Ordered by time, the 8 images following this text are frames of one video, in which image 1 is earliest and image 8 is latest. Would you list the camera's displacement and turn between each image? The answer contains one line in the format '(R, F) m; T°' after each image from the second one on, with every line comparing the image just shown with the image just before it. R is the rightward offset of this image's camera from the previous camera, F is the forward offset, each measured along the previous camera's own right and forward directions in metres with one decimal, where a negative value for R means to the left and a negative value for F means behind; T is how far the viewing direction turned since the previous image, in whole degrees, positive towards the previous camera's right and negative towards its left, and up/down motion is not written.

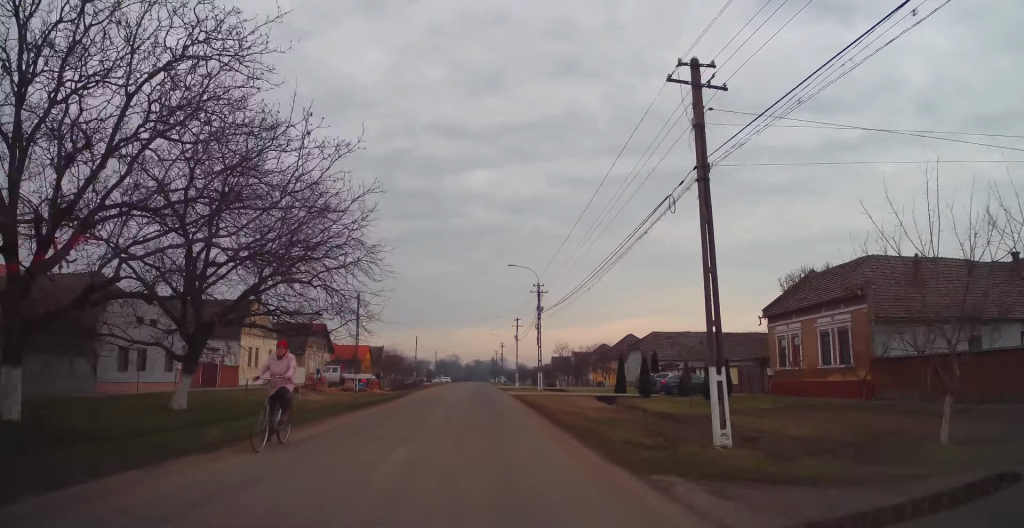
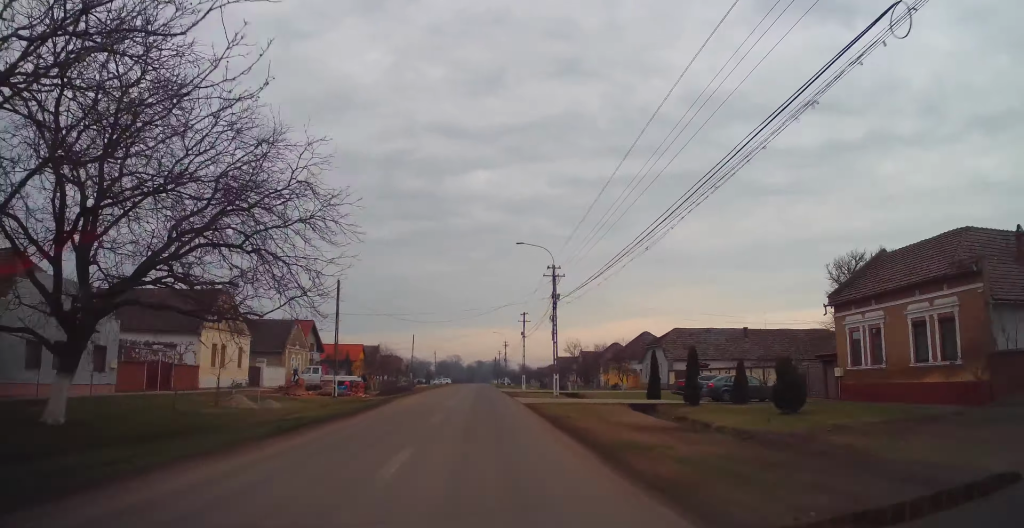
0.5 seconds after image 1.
(+0.1, +8.3) m; +1°
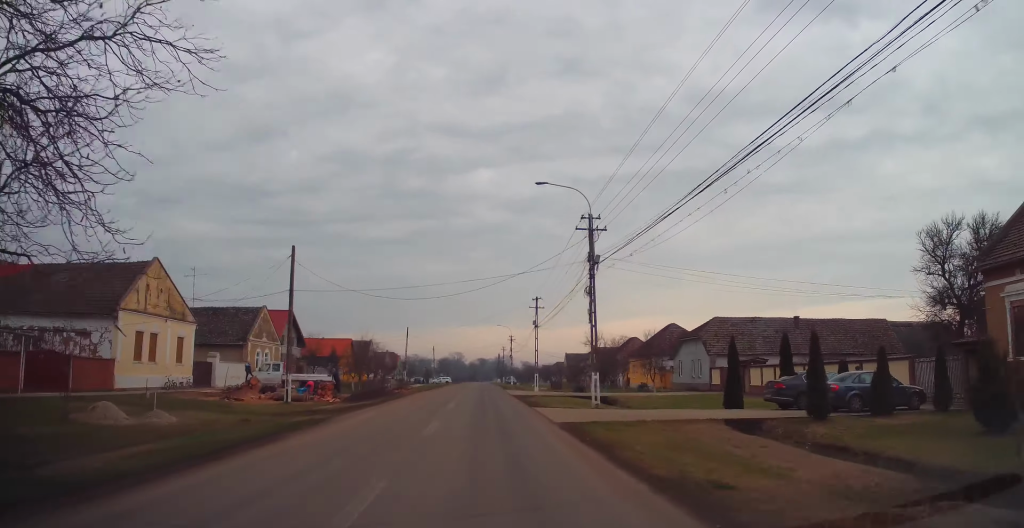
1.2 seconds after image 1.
(+0.1, +11.7) m; 0°
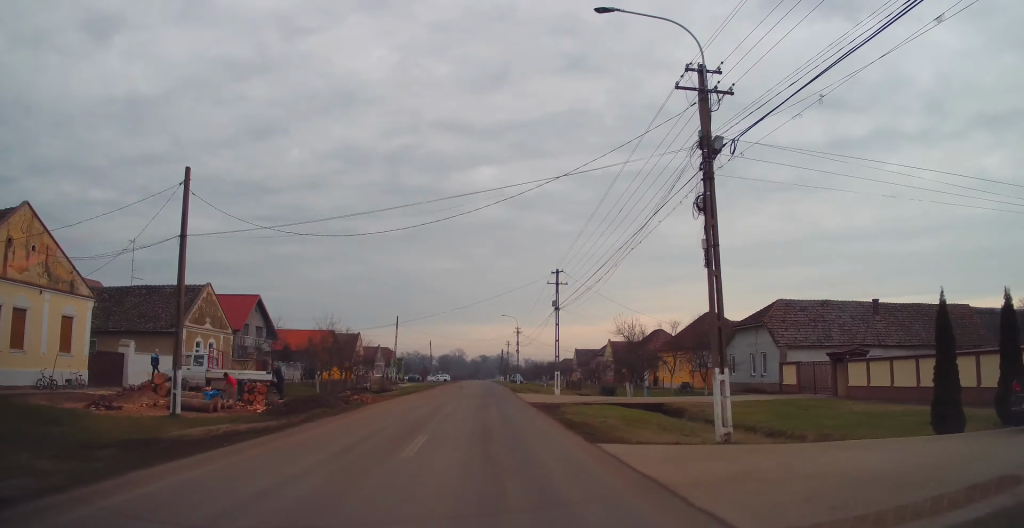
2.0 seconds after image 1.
(-0.2, +13.0) m; 0°
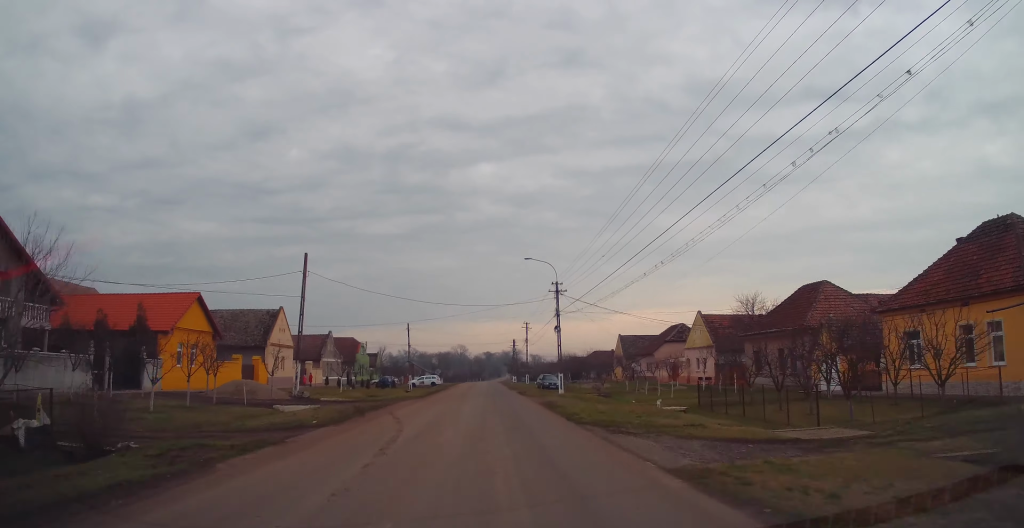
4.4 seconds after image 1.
(-0.2, +41.3) m; -2°
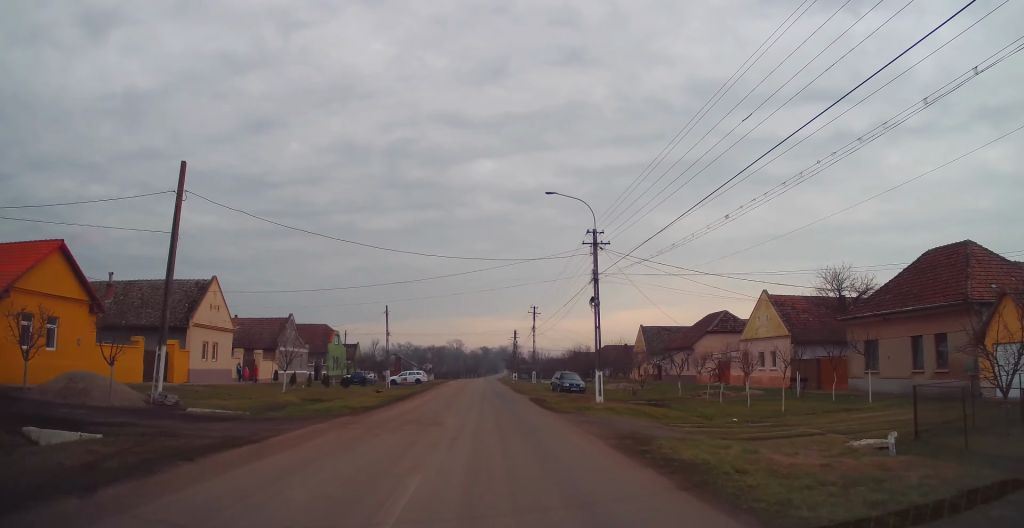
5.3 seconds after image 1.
(-0.5, +15.6) m; +2°
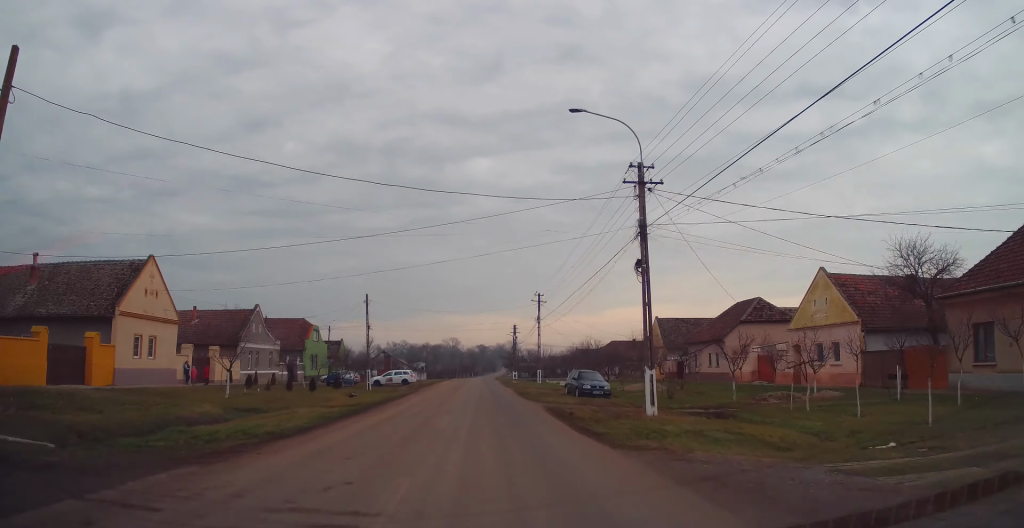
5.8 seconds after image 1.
(+0.6, +9.2) m; 0°
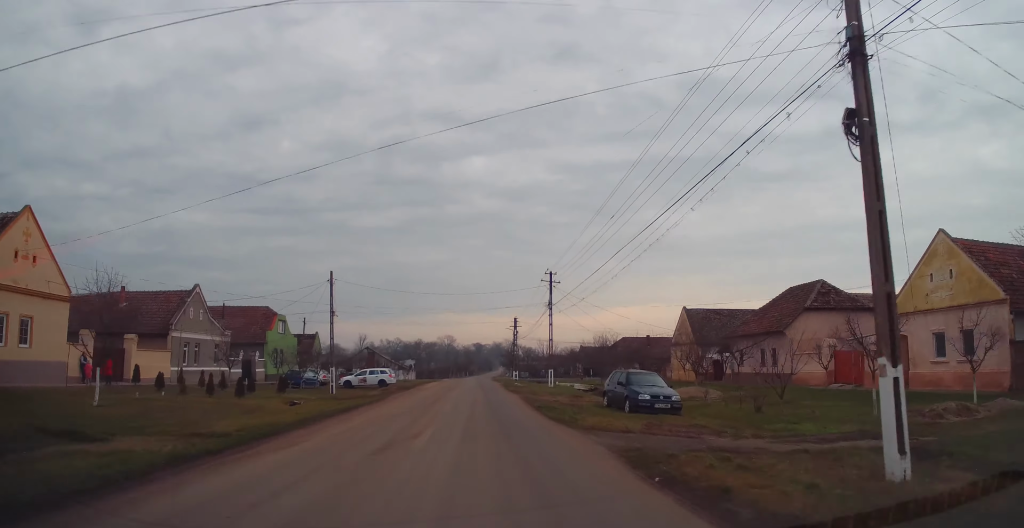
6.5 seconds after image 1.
(+0.3, +12.0) m; 0°
